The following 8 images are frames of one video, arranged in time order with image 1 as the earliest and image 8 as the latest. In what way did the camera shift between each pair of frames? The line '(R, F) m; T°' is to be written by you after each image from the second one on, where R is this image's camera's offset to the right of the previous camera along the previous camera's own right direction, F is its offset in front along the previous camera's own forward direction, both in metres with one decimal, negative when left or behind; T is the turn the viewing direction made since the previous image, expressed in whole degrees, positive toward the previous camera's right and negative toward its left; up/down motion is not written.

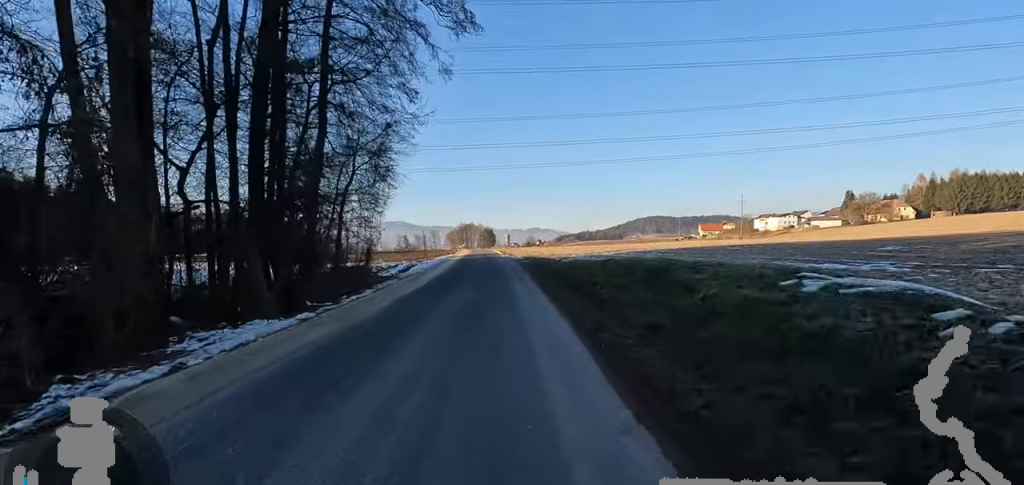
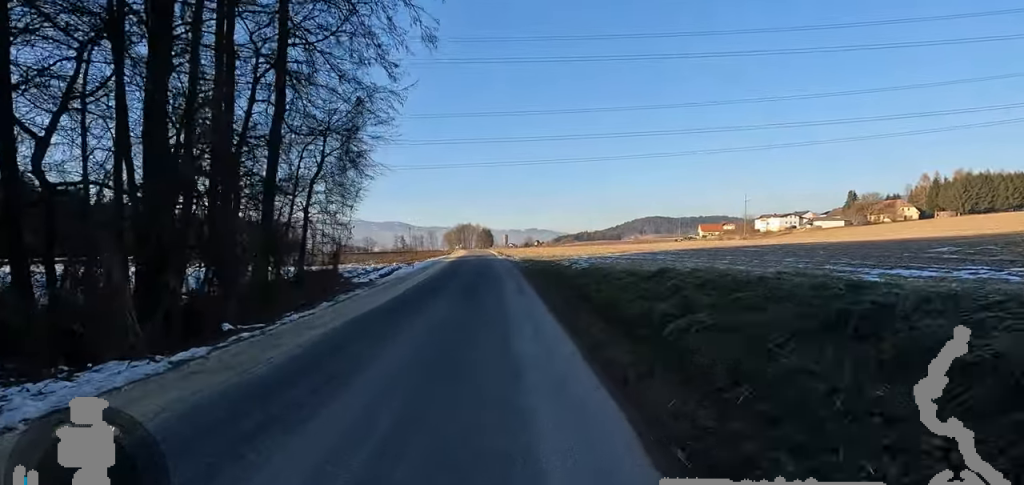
(+0.1, +4.1) m; 0°
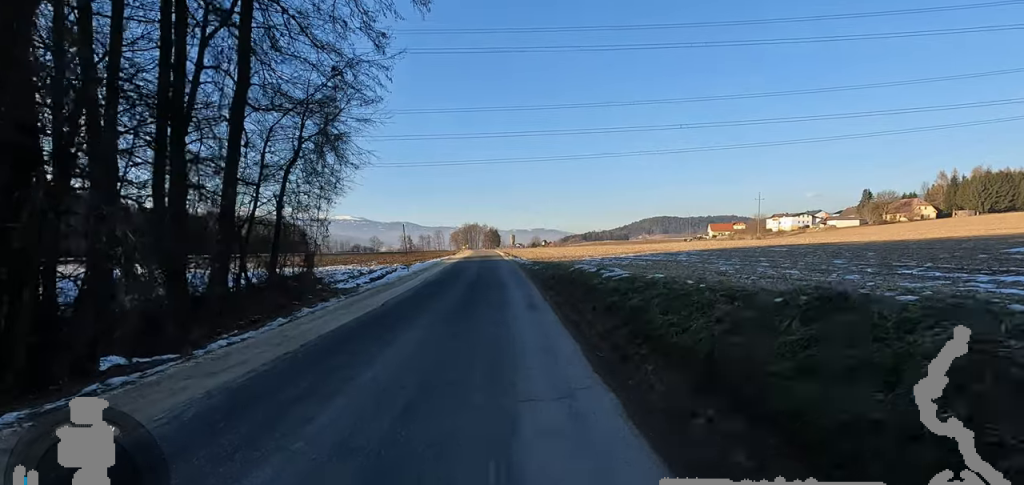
(+0.2, +3.4) m; 0°
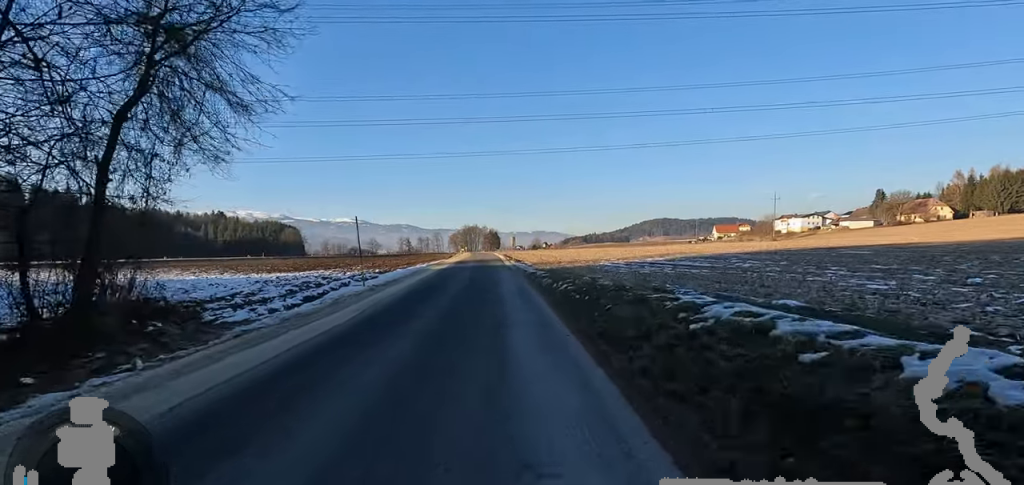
(0.0, +8.8) m; 0°
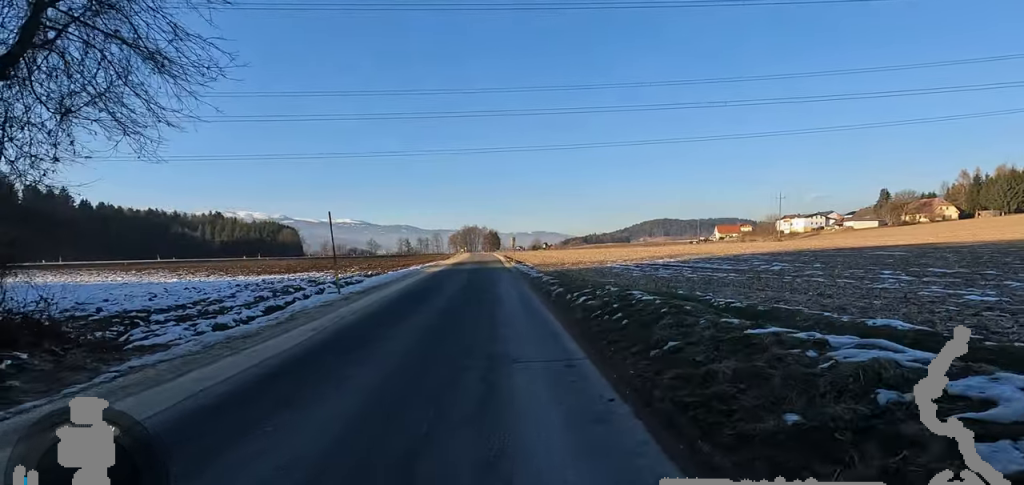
(-0.2, +2.8) m; 0°
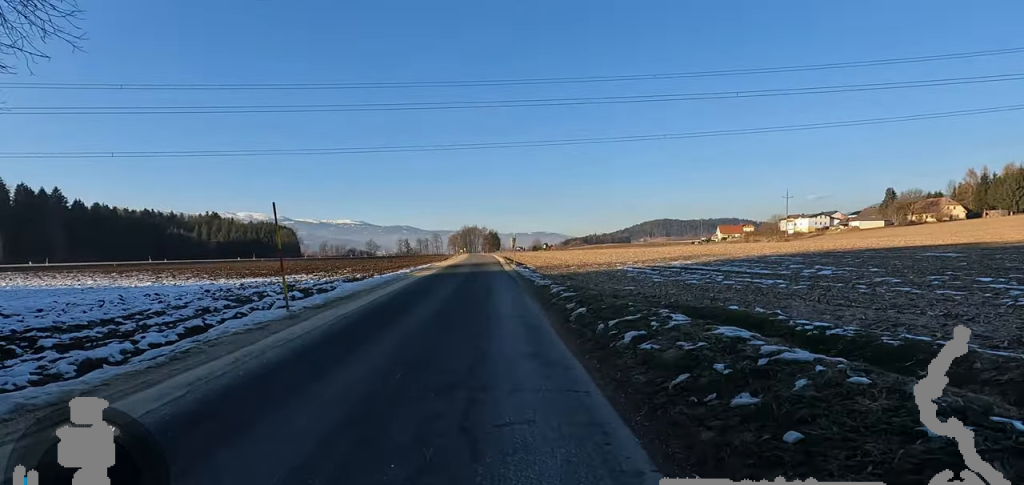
(-0.2, +3.6) m; 0°
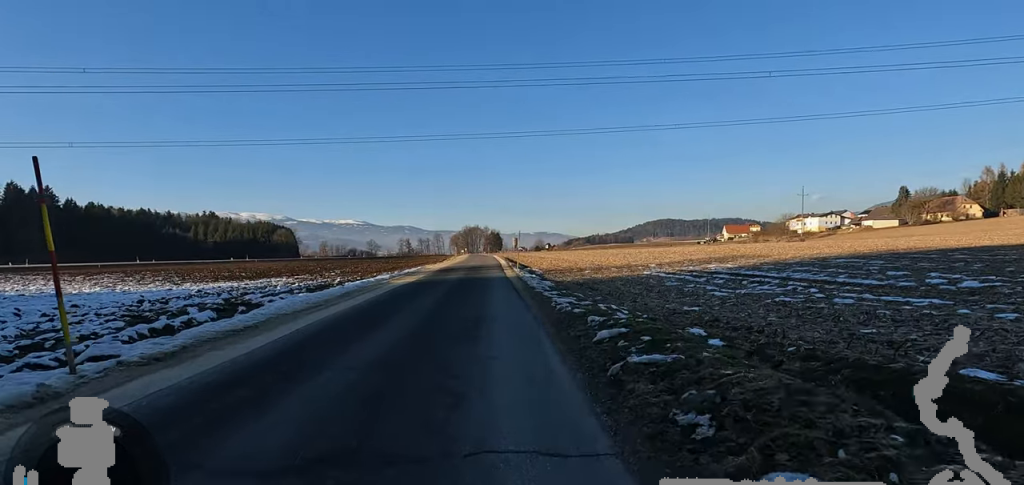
(+0.3, +6.2) m; 0°
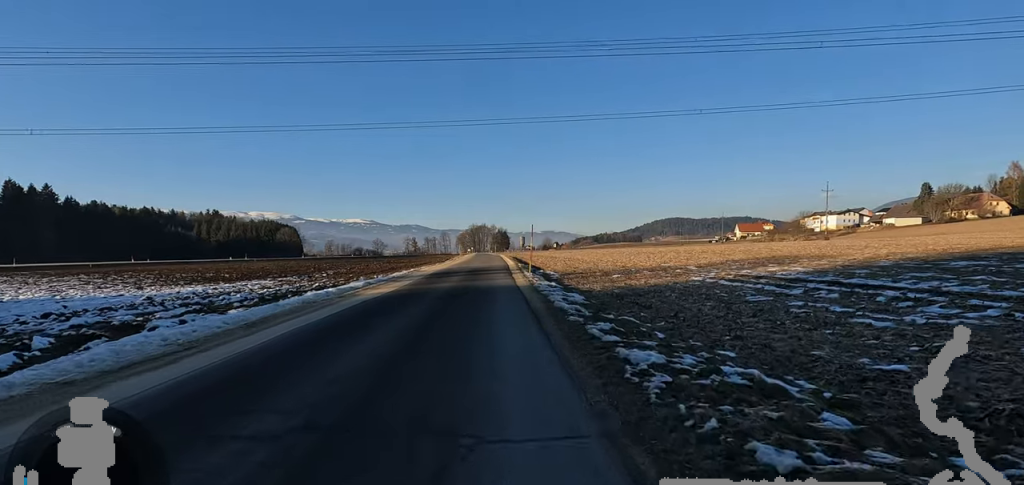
(0.0, +6.1) m; 0°
